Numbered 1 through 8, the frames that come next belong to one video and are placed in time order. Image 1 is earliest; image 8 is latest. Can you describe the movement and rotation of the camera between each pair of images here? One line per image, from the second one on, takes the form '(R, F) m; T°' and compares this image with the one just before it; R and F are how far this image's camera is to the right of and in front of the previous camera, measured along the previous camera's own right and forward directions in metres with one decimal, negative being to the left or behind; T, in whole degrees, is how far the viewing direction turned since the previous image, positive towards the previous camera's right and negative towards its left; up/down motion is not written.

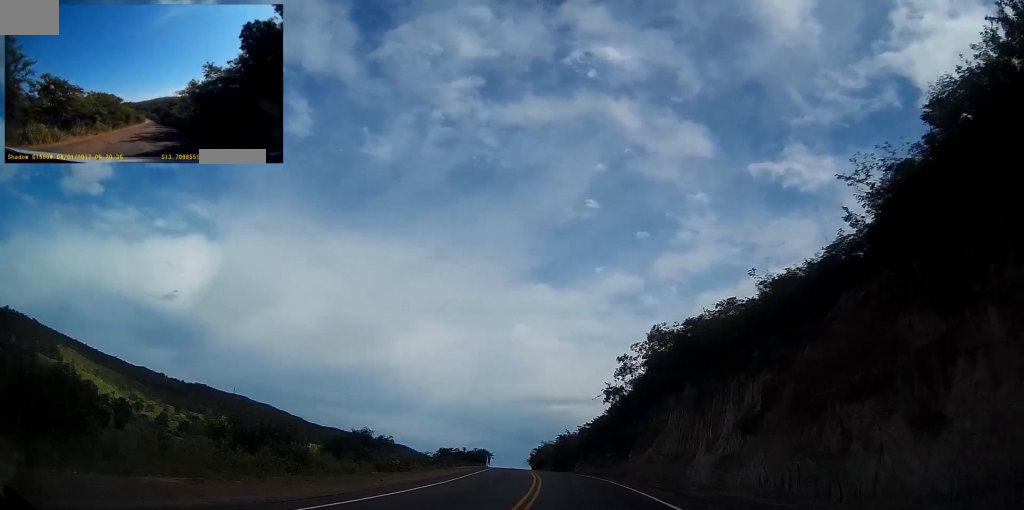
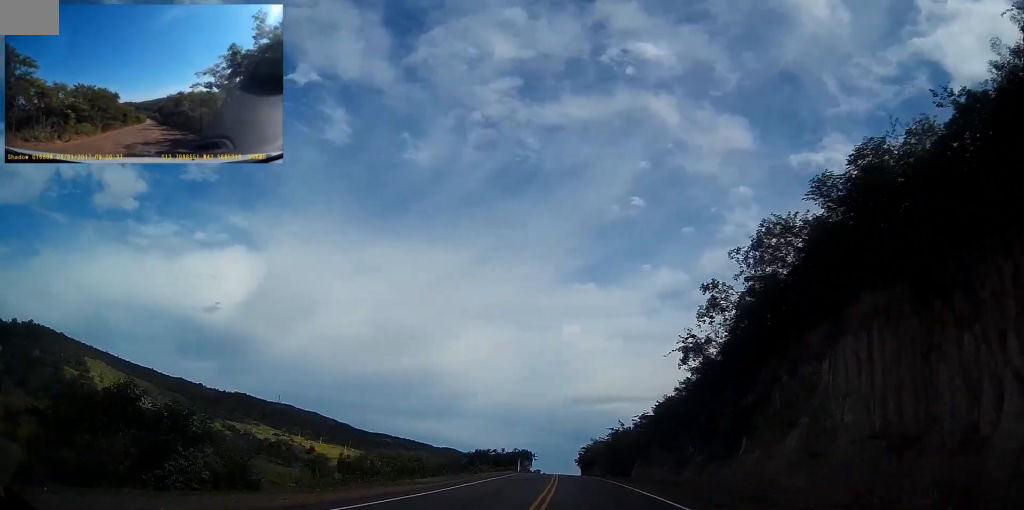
(-1.6, +24.2) m; -7°
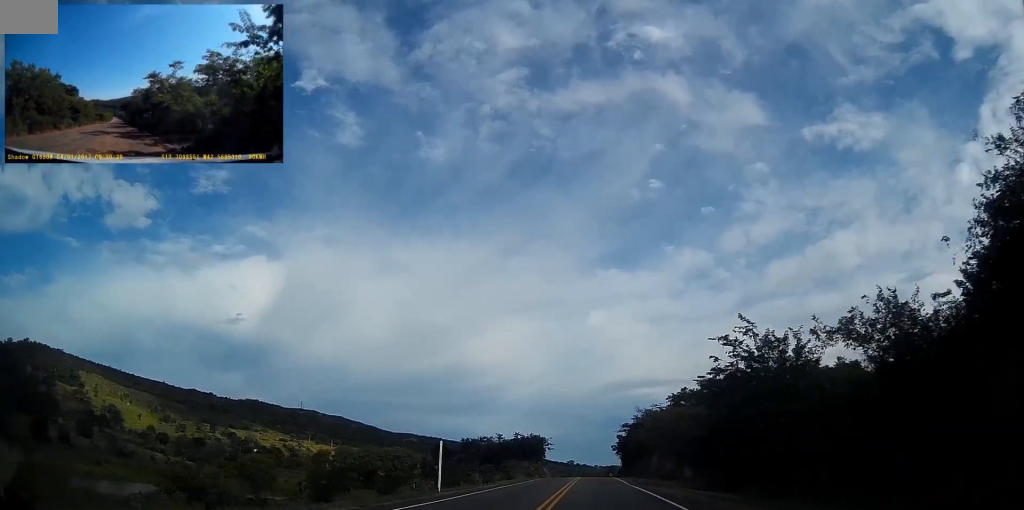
(-6.4, +62.6) m; -8°
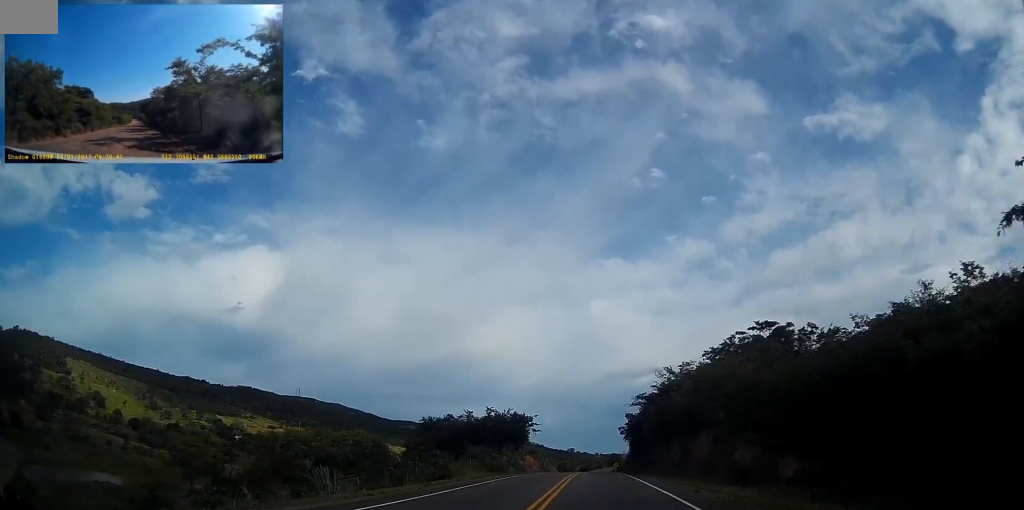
(-0.2, +28.4) m; 0°
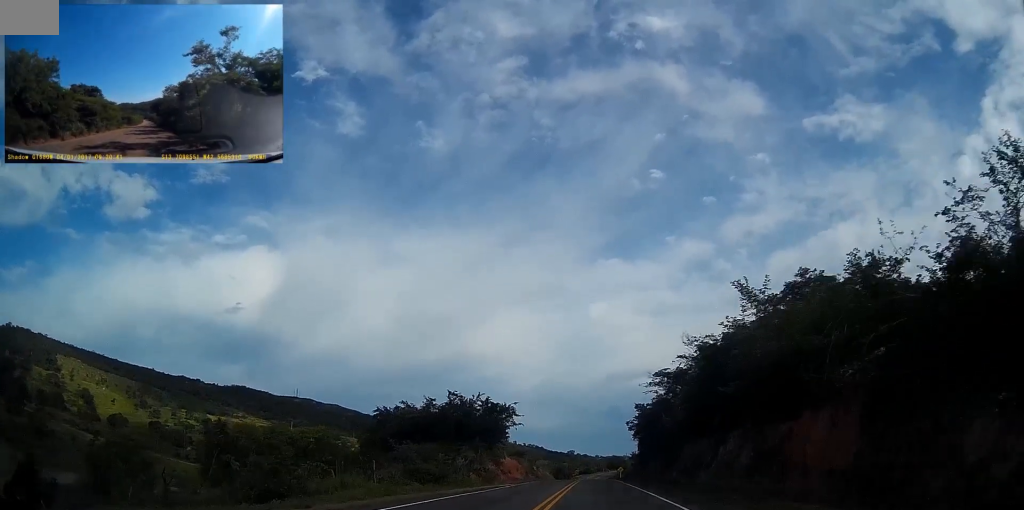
(+0.2, +20.1) m; 0°
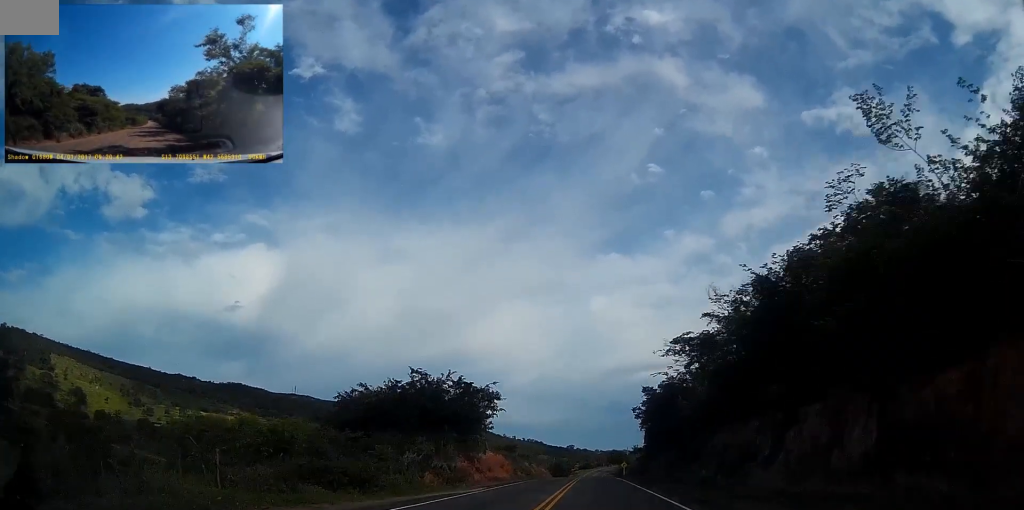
(-0.3, +11.7) m; 0°
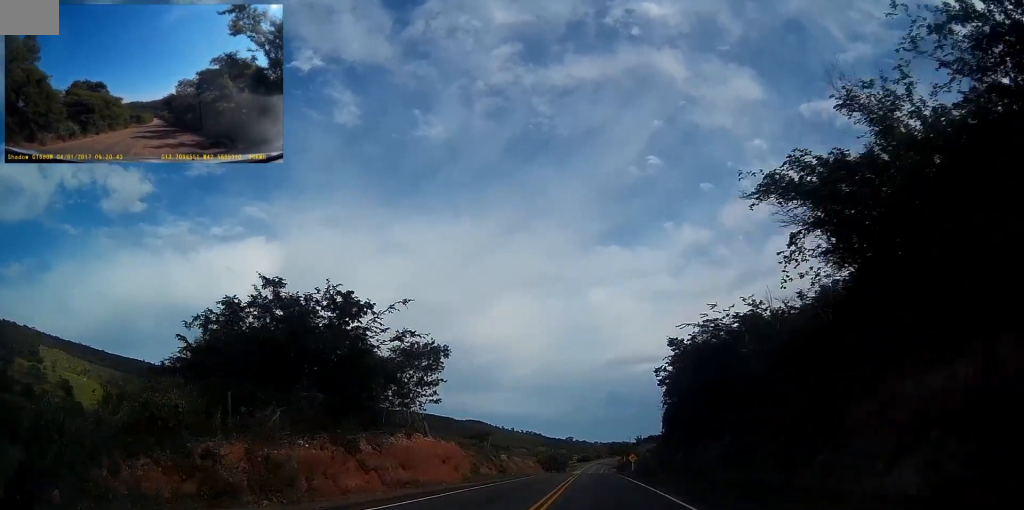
(-0.1, +21.4) m; 0°
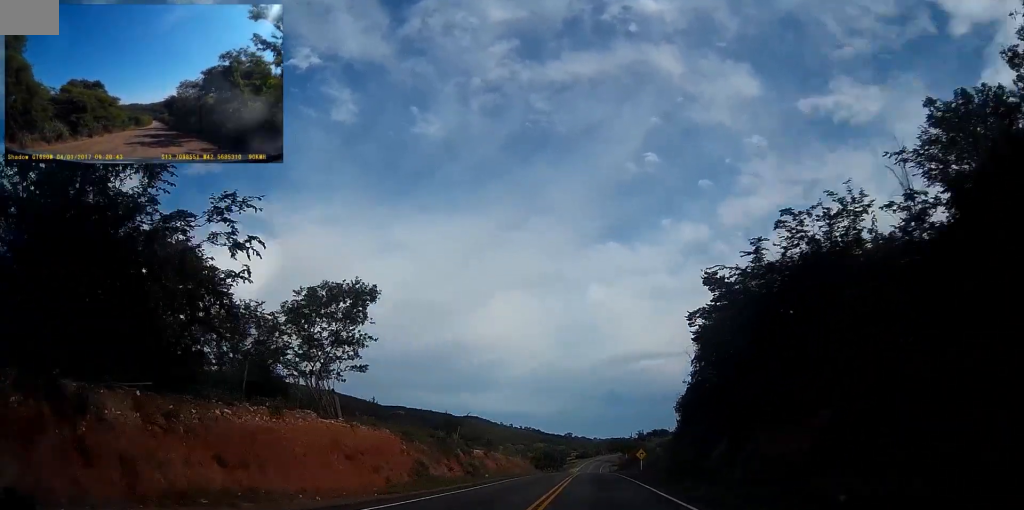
(+0.2, +14.0) m; +1°
